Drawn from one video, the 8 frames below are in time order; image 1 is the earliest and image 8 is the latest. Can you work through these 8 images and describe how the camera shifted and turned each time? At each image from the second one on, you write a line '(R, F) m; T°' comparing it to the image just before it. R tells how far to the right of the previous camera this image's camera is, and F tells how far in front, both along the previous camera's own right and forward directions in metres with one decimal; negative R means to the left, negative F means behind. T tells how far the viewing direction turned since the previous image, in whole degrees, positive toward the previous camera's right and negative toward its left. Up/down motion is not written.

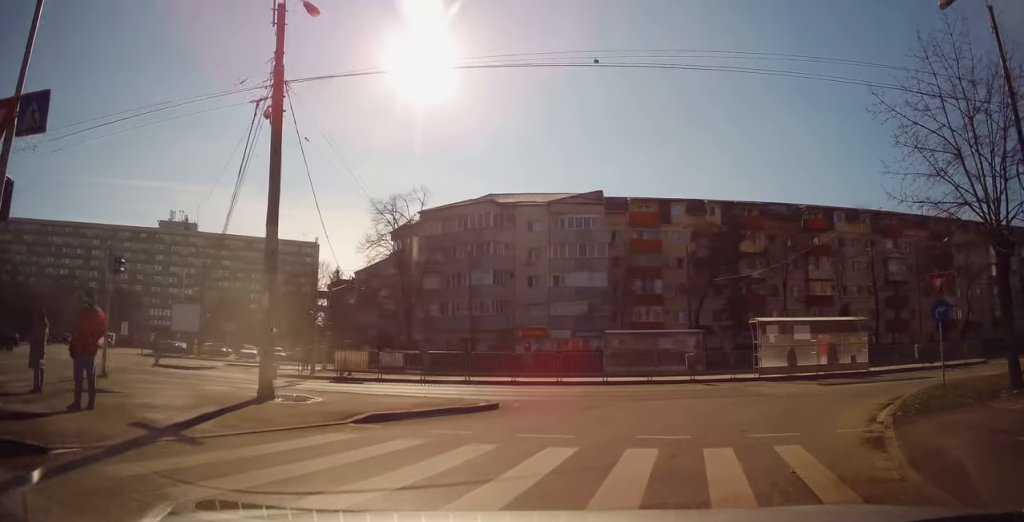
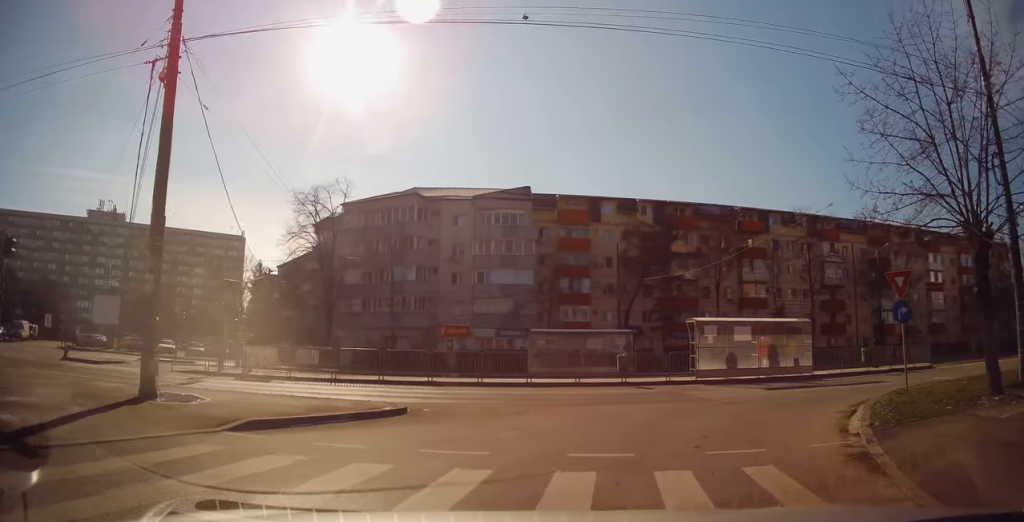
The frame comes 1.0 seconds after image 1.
(+0.1, +2.1) m; +17°
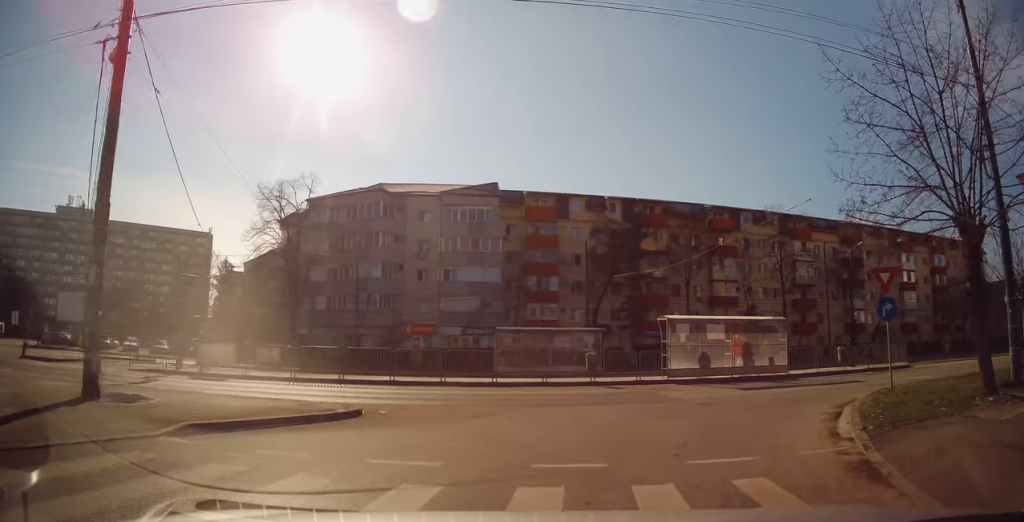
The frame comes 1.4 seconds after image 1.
(+0.1, +0.9) m; +8°
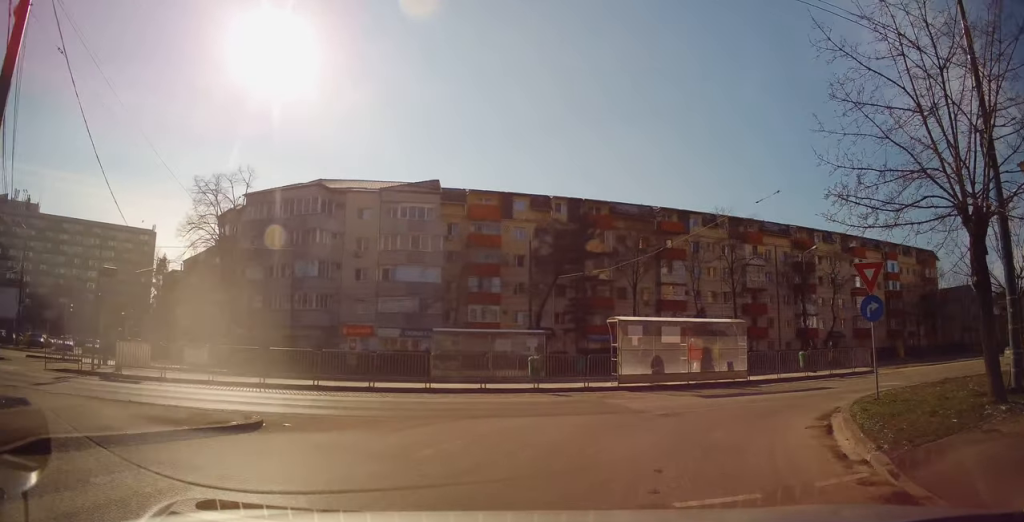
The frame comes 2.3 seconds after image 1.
(+0.4, +1.9) m; +11°
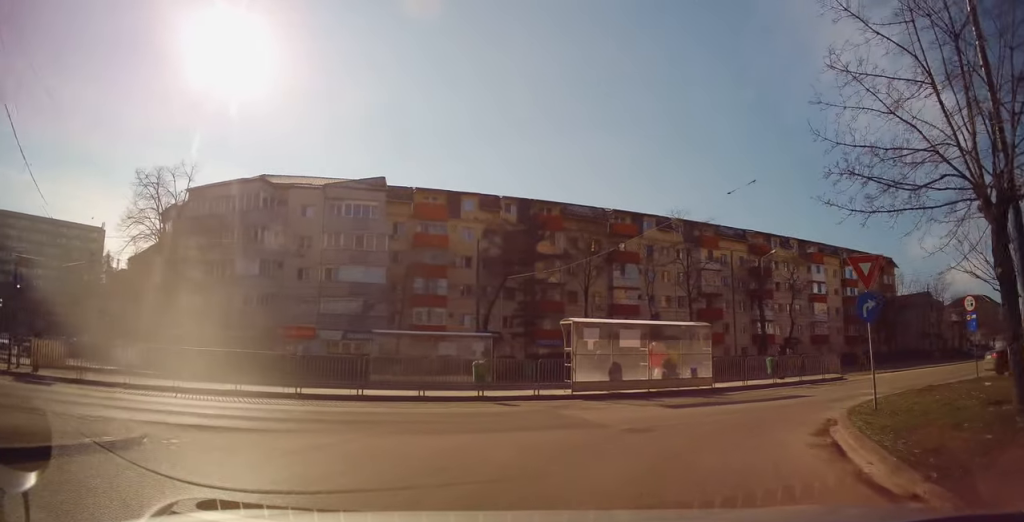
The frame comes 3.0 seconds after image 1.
(0.0, +1.8) m; -2°
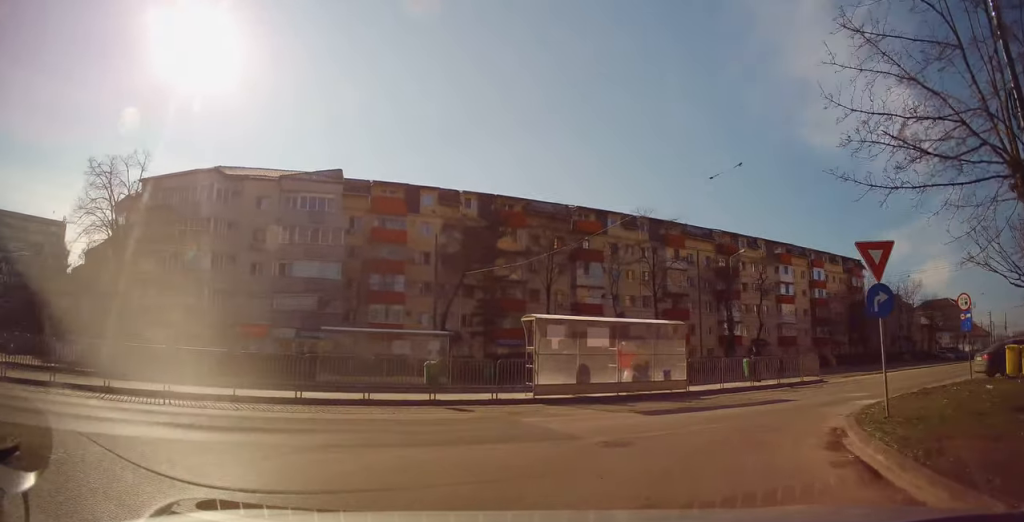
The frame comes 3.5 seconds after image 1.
(0.0, +1.5) m; +4°
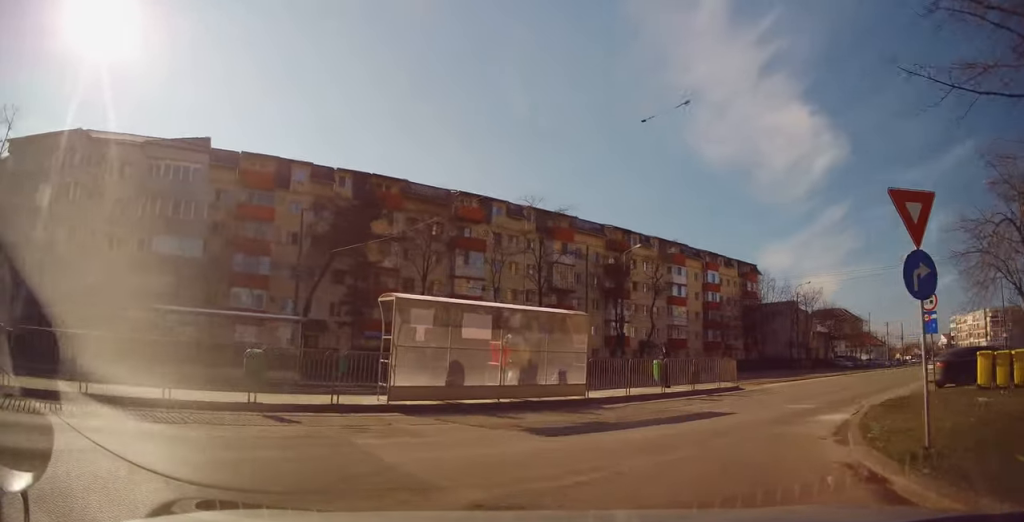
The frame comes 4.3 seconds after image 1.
(+0.1, +3.2) m; +13°
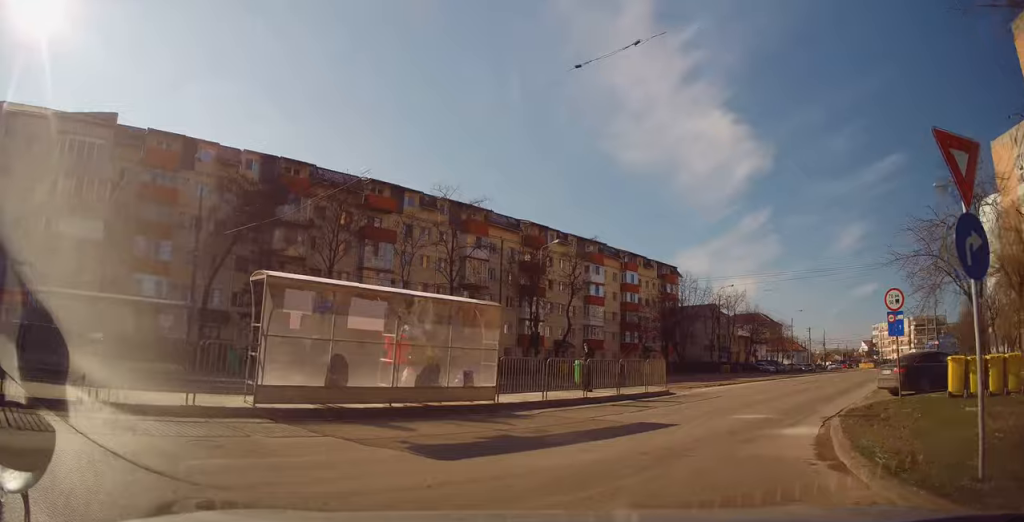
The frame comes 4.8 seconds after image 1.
(+0.2, +2.0) m; +10°
